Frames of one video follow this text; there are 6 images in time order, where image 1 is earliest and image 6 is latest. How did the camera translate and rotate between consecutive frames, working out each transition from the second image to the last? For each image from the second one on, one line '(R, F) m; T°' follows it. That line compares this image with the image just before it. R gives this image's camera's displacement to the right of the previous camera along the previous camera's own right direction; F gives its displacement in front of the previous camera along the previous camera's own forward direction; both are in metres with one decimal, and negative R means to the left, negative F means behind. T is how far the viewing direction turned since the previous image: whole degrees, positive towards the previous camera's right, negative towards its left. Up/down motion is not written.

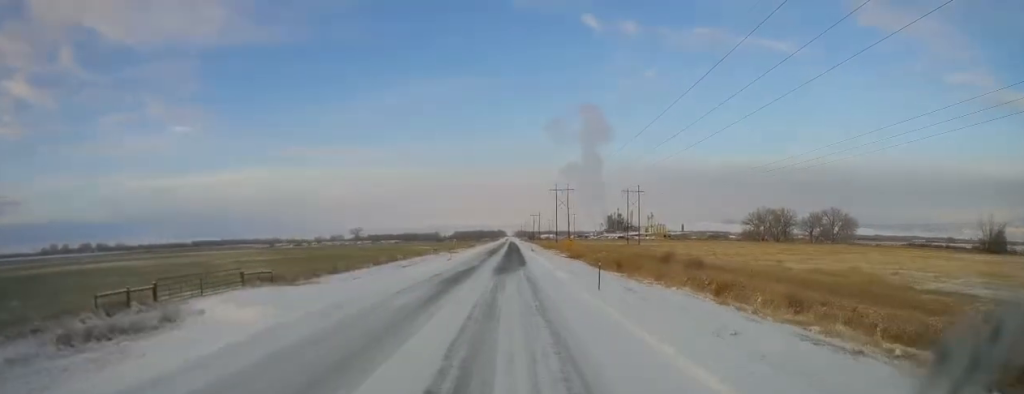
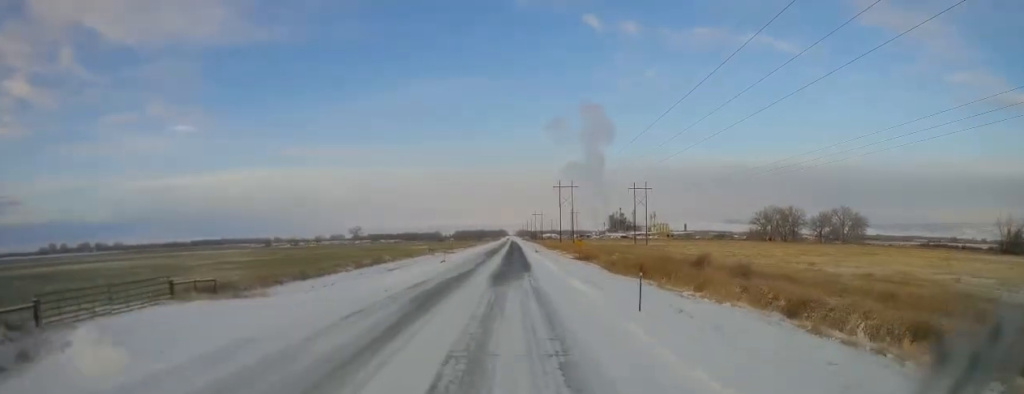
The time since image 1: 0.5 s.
(0.0, +9.0) m; 0°
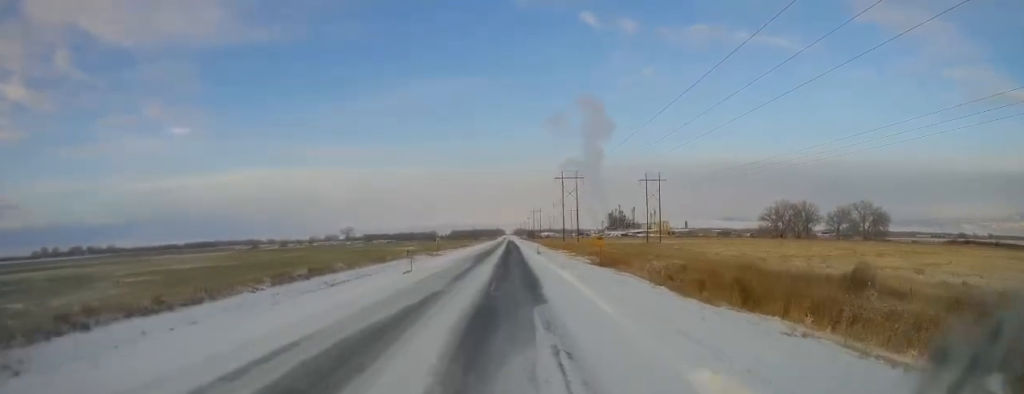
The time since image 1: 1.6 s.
(-0.1, +22.1) m; -2°
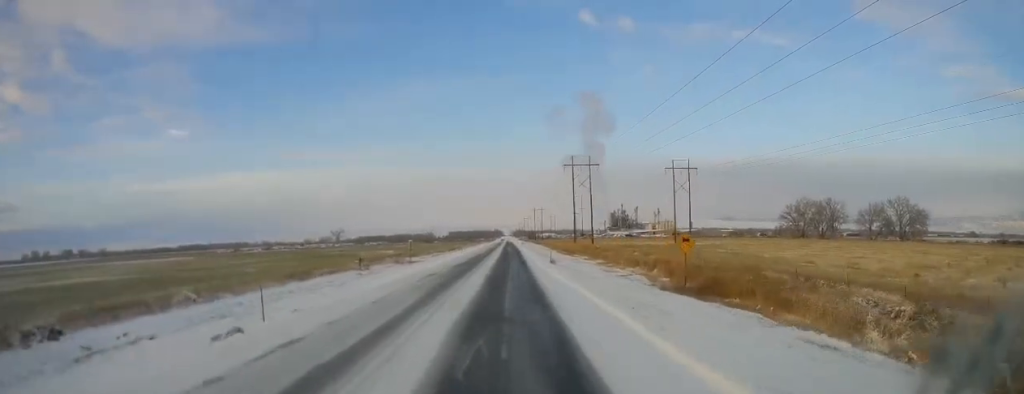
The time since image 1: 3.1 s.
(-0.2, +30.4) m; +1°
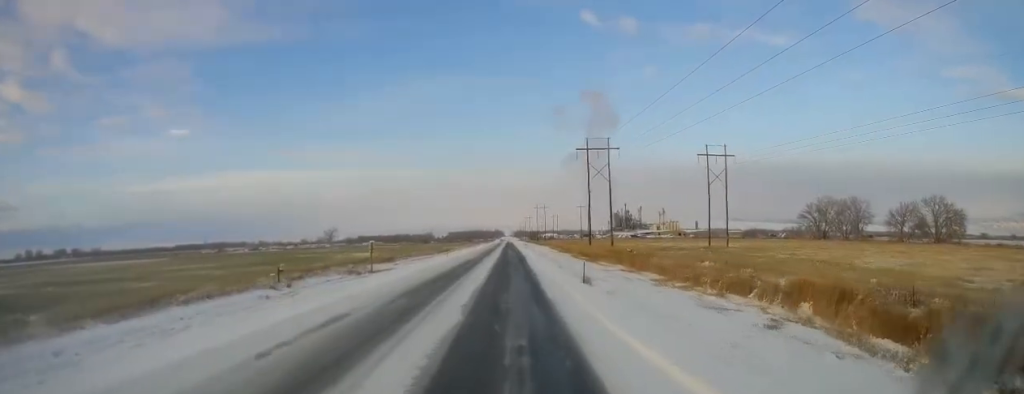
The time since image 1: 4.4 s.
(+0.4, +24.8) m; +1°
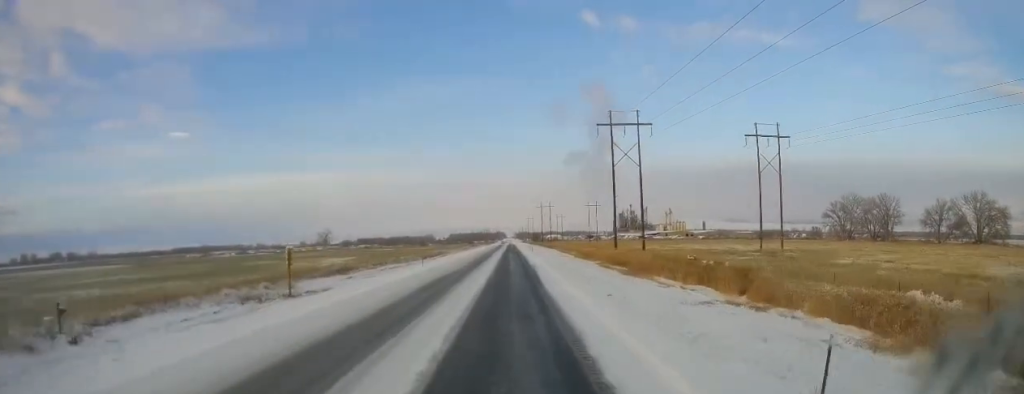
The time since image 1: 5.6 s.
(0.0, +24.3) m; 0°
